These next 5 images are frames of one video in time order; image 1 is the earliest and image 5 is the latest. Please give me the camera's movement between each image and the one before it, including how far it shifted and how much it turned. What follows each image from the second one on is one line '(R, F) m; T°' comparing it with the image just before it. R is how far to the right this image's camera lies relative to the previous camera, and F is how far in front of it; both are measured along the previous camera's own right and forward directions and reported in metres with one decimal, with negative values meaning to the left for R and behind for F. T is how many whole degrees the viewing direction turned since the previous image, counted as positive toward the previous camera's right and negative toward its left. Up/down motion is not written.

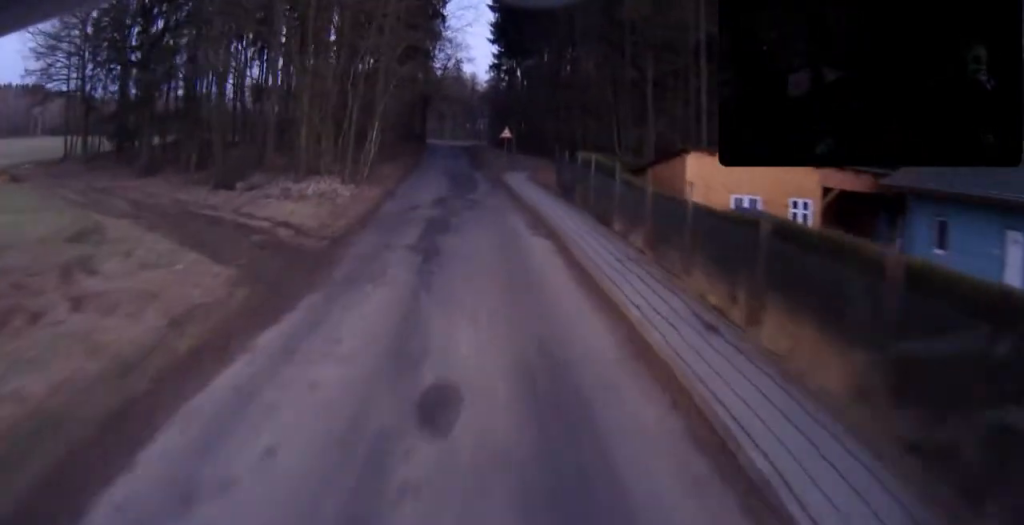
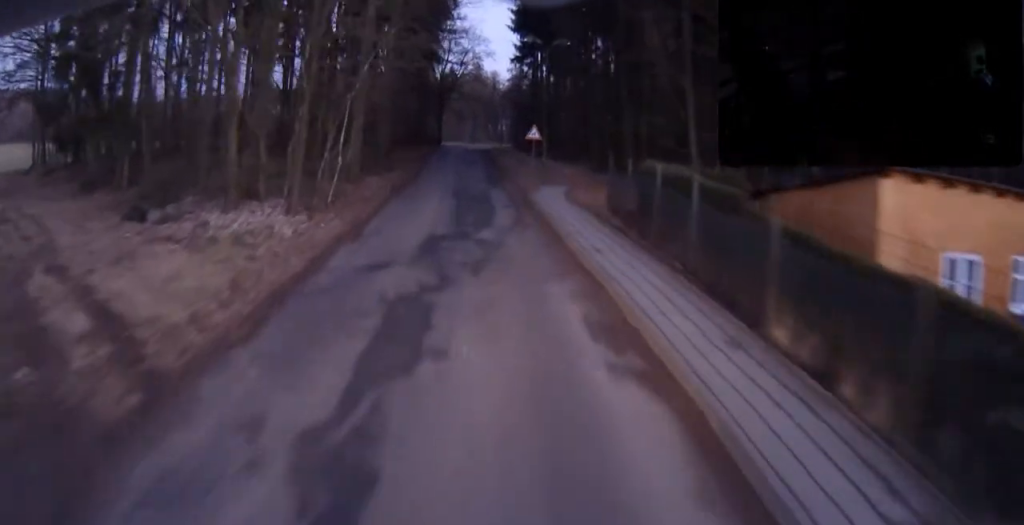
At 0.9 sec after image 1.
(+0.1, +11.9) m; 0°
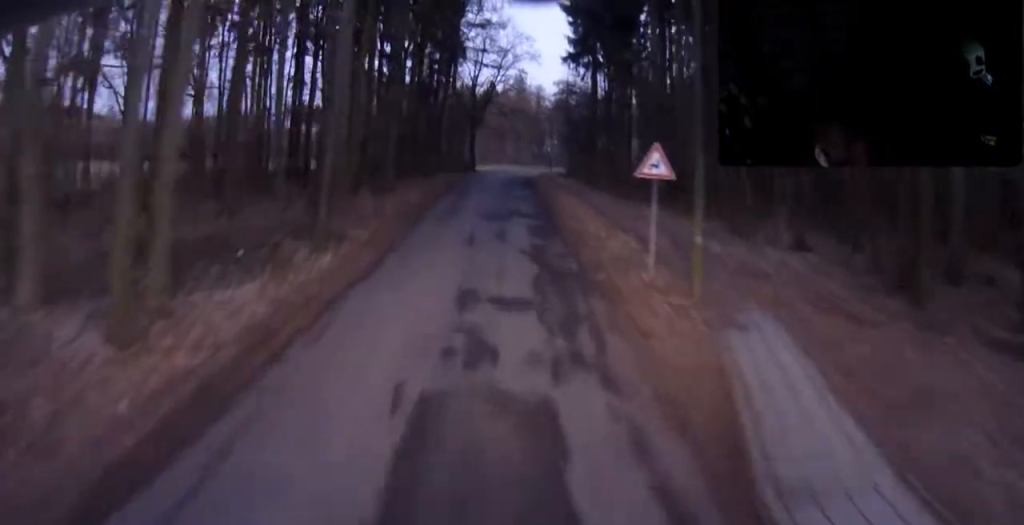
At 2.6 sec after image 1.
(-0.2, +23.6) m; -2°
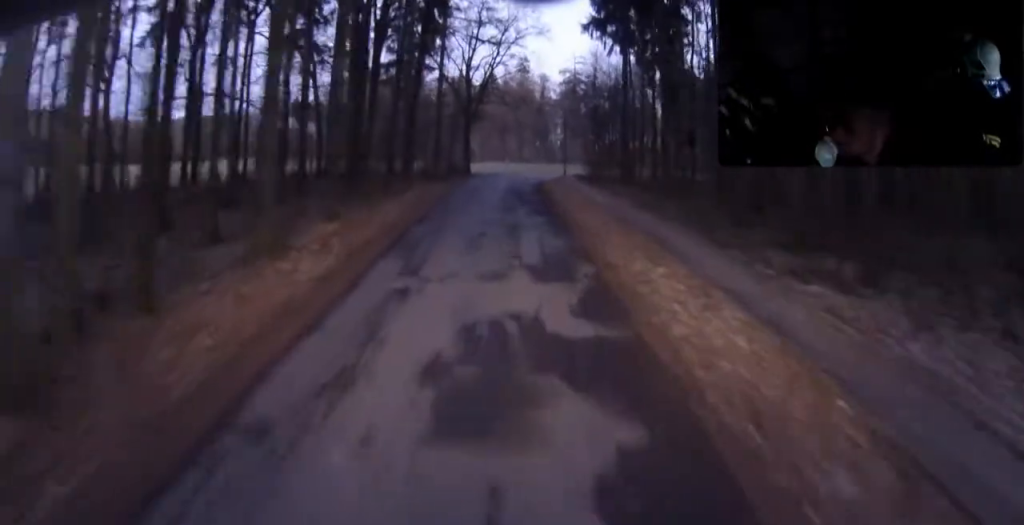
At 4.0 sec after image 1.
(-0.3, +18.6) m; -3°
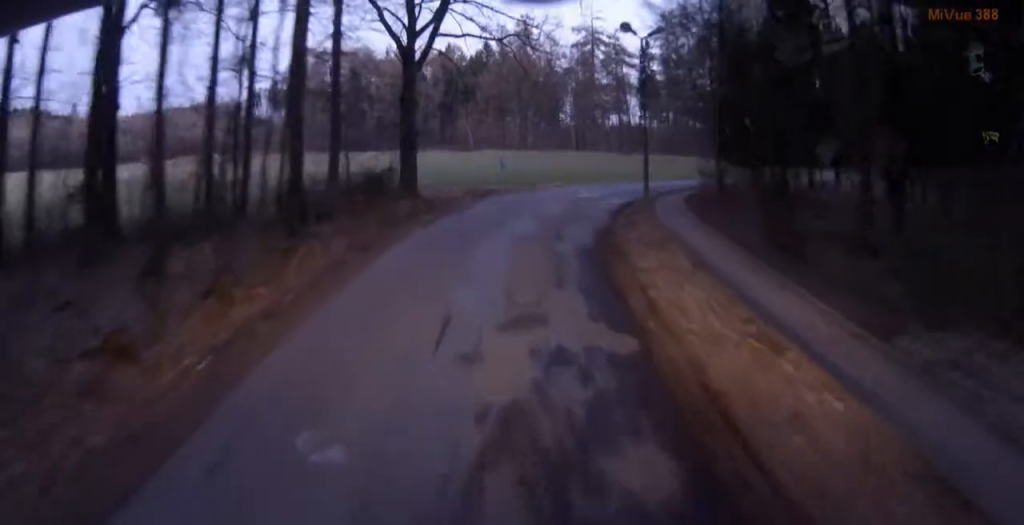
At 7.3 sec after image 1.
(-0.8, +41.3) m; 0°
